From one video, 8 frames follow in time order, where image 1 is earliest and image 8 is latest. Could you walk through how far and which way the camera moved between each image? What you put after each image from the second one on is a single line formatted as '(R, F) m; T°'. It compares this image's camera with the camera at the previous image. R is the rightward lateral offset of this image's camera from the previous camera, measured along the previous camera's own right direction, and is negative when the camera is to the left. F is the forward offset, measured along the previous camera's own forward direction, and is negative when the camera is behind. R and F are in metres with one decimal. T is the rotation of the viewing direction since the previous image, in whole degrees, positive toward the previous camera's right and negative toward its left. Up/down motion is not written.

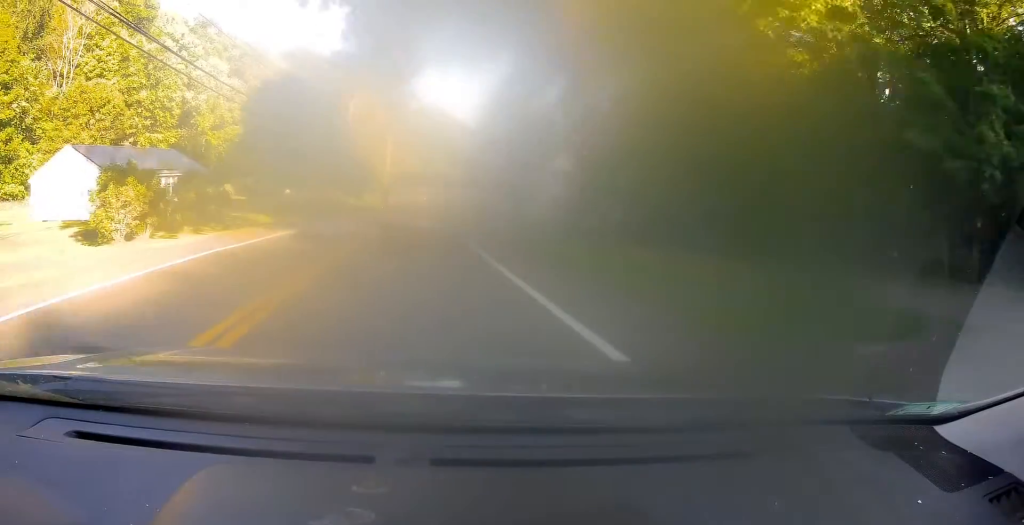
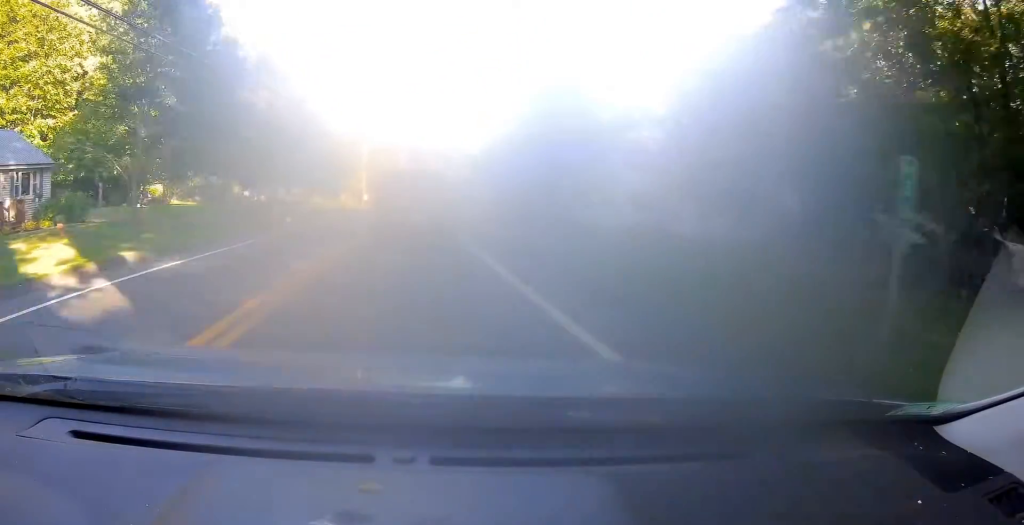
(+0.6, +22.8) m; +1°
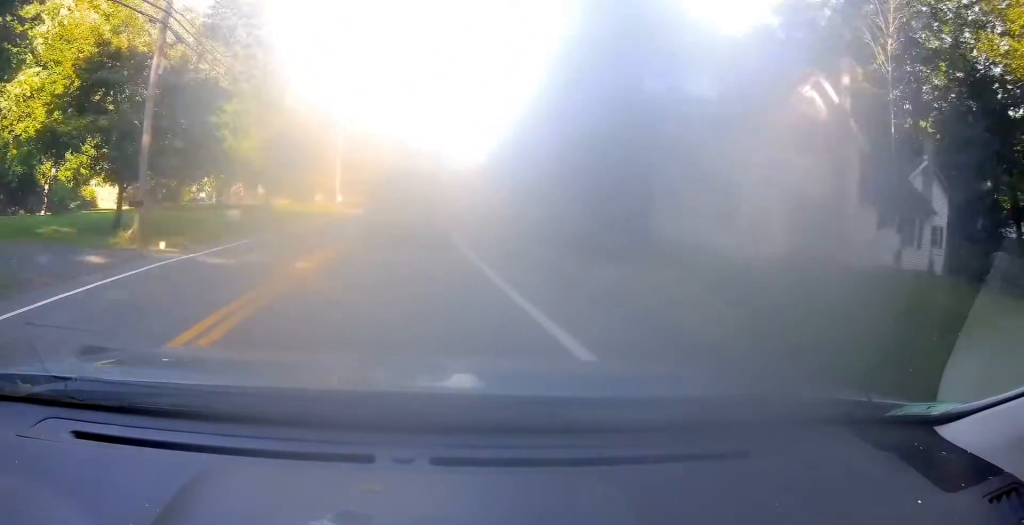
(-0.2, +15.5) m; 0°
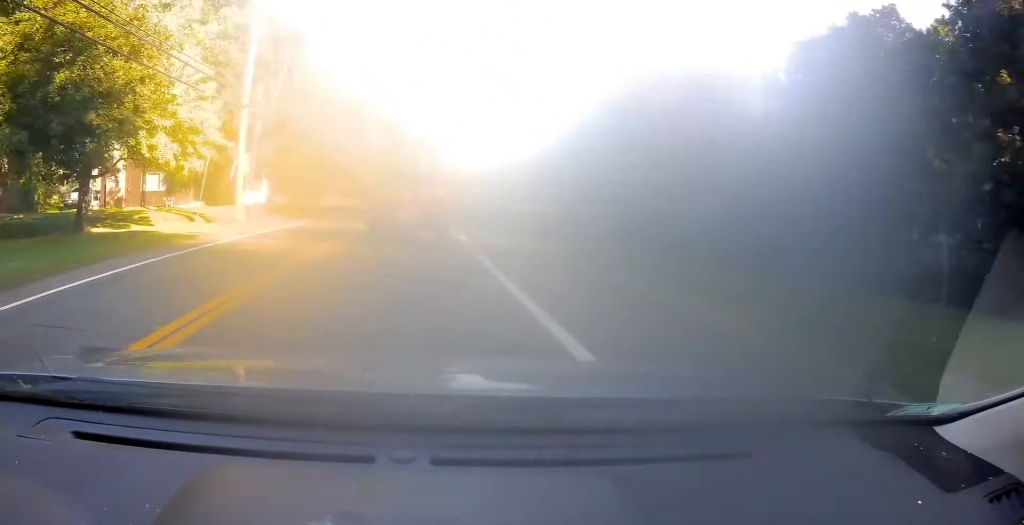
(+0.5, +32.3) m; +2°
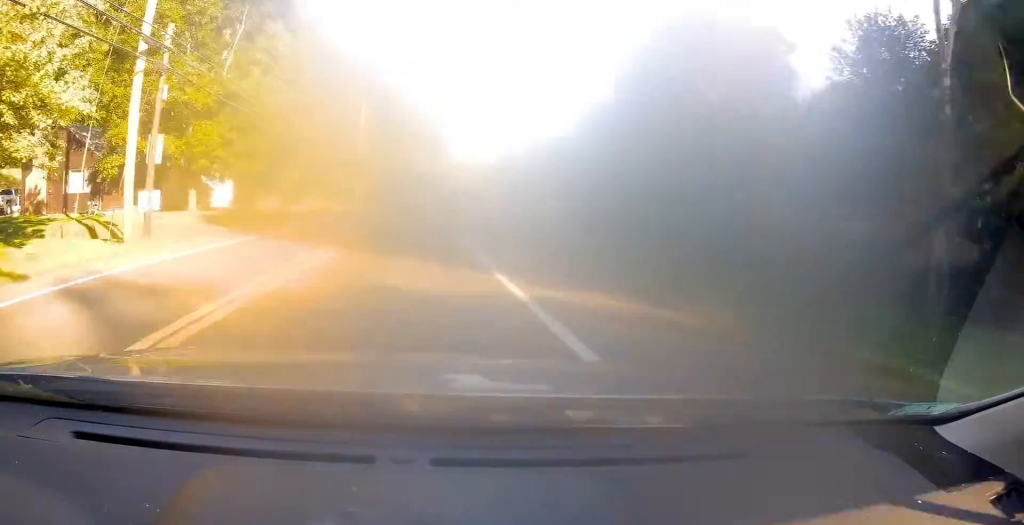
(0.0, +11.7) m; 0°
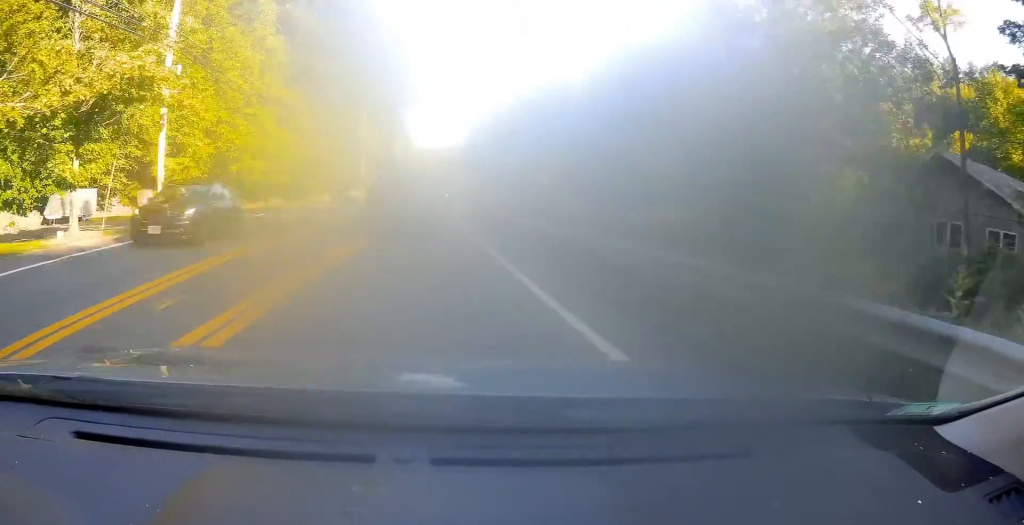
(+0.5, +41.2) m; +4°
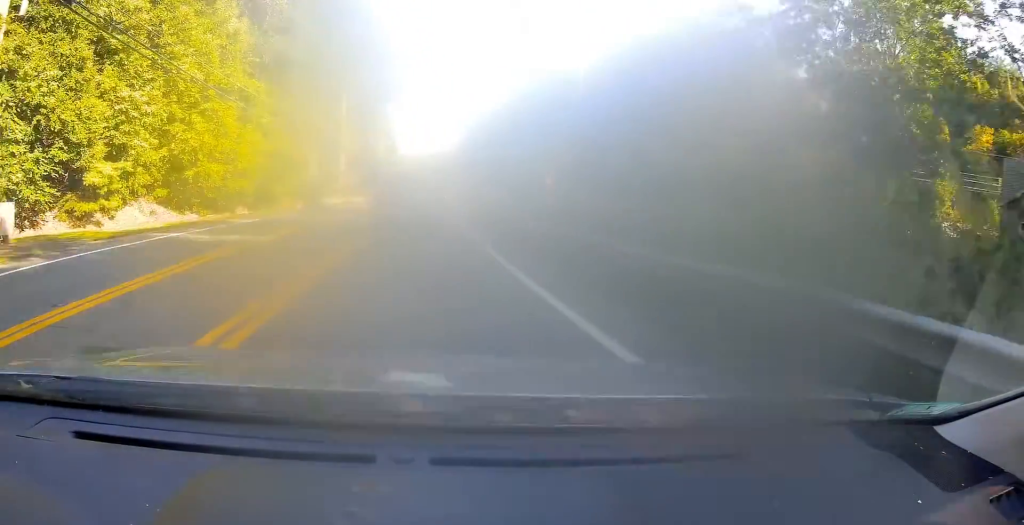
(+0.6, +9.4) m; +1°
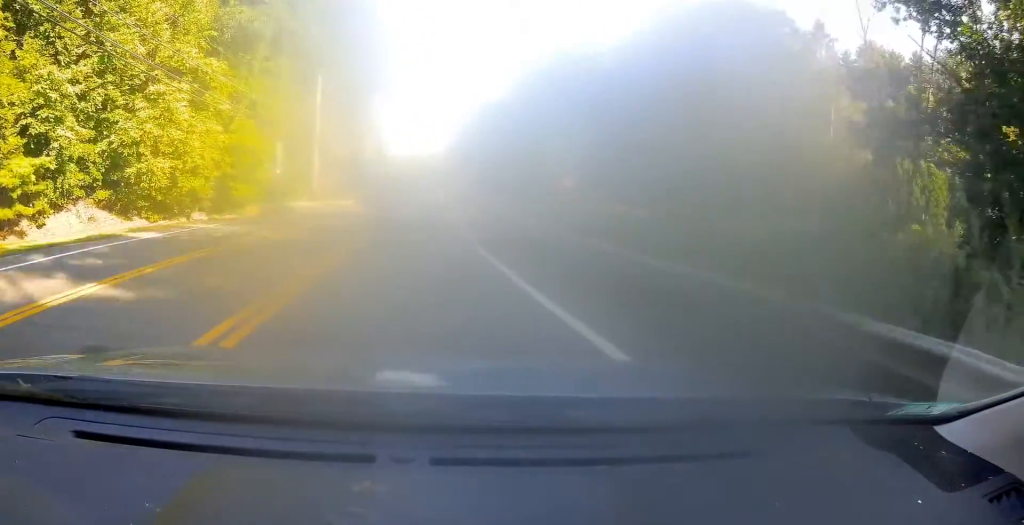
(+0.4, +8.8) m; +1°
